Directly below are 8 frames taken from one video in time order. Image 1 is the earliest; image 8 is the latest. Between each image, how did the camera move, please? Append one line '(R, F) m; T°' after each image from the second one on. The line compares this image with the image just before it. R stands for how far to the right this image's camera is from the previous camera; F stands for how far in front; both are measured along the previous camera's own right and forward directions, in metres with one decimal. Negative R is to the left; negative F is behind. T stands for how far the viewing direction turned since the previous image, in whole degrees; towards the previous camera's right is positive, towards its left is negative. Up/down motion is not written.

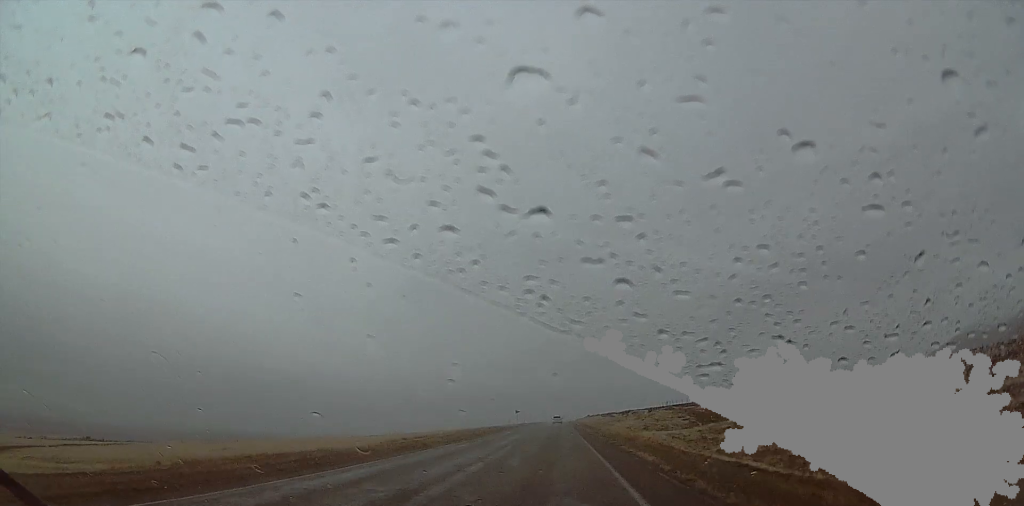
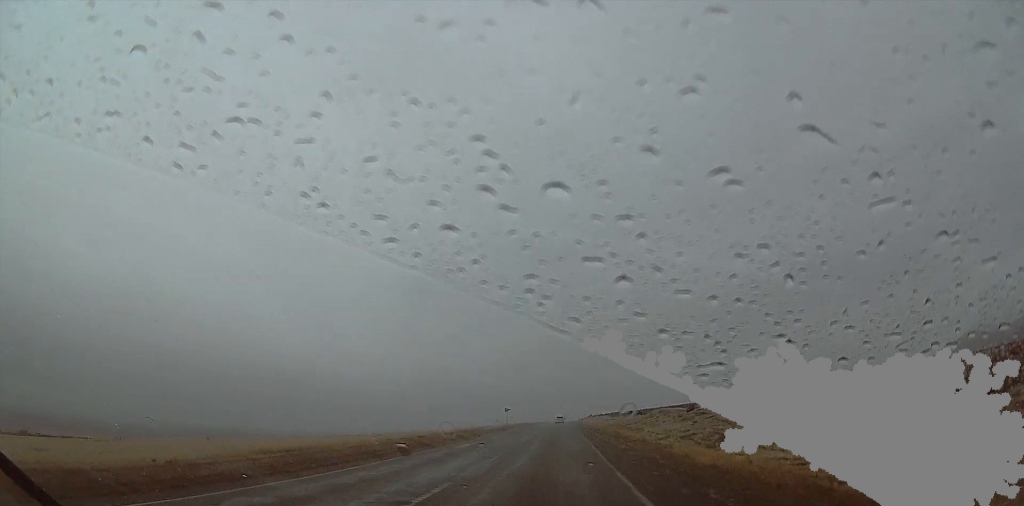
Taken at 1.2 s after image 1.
(+0.1, +31.6) m; 0°
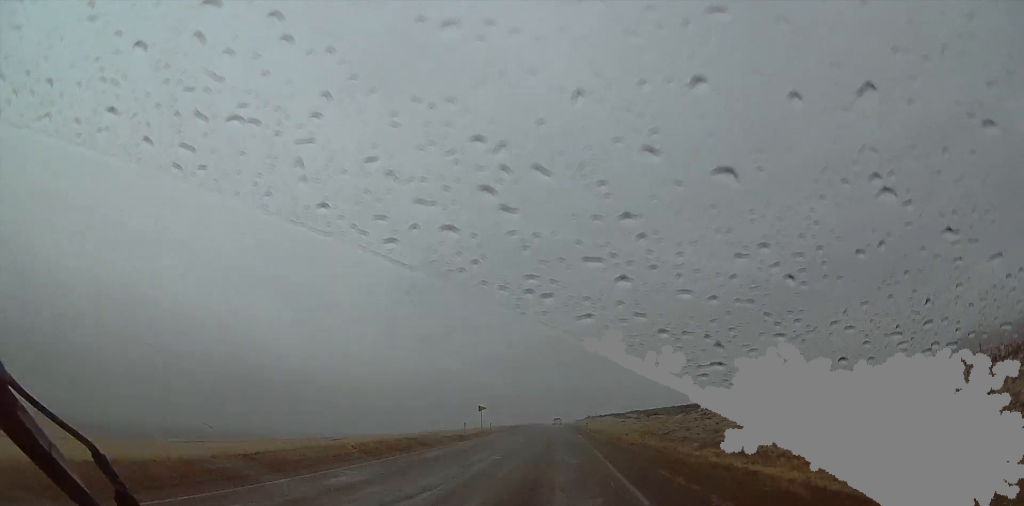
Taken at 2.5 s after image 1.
(0.0, +35.2) m; 0°
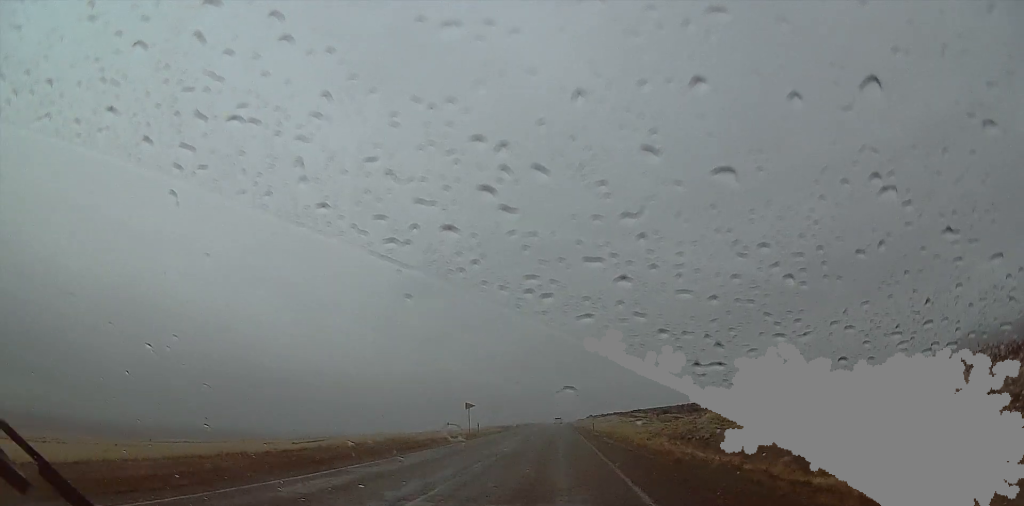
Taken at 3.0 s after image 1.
(0.0, +13.2) m; 0°
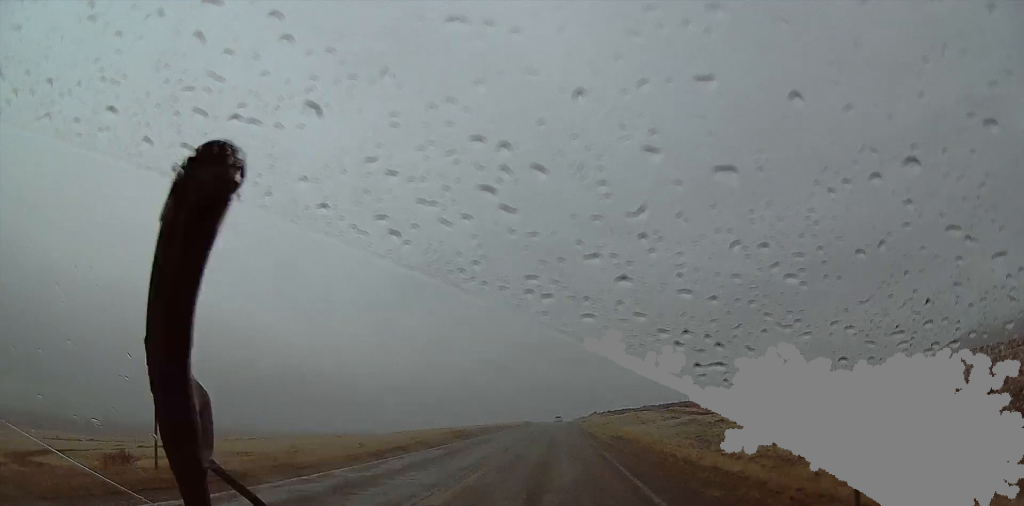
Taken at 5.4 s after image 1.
(+0.1, +61.6) m; 0°
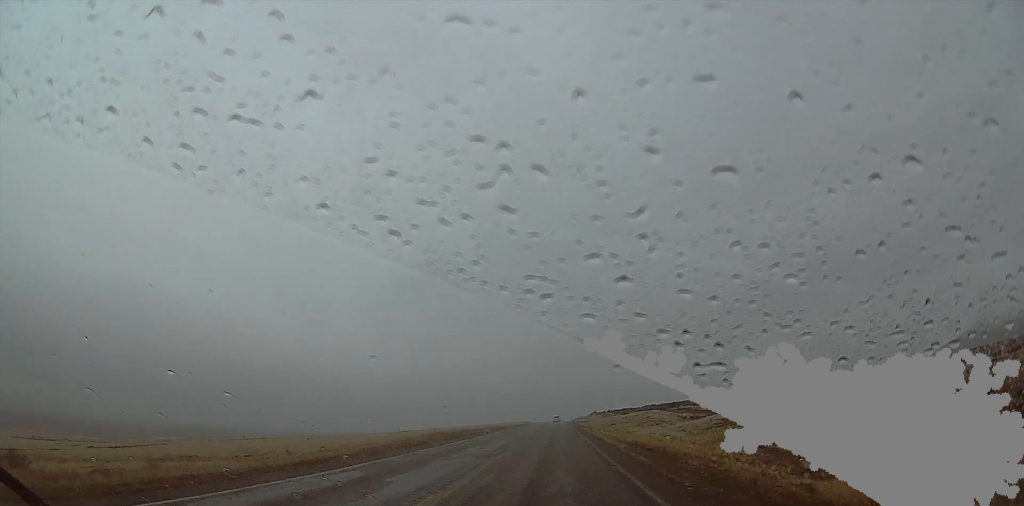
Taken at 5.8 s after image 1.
(+0.1, +12.4) m; 0°
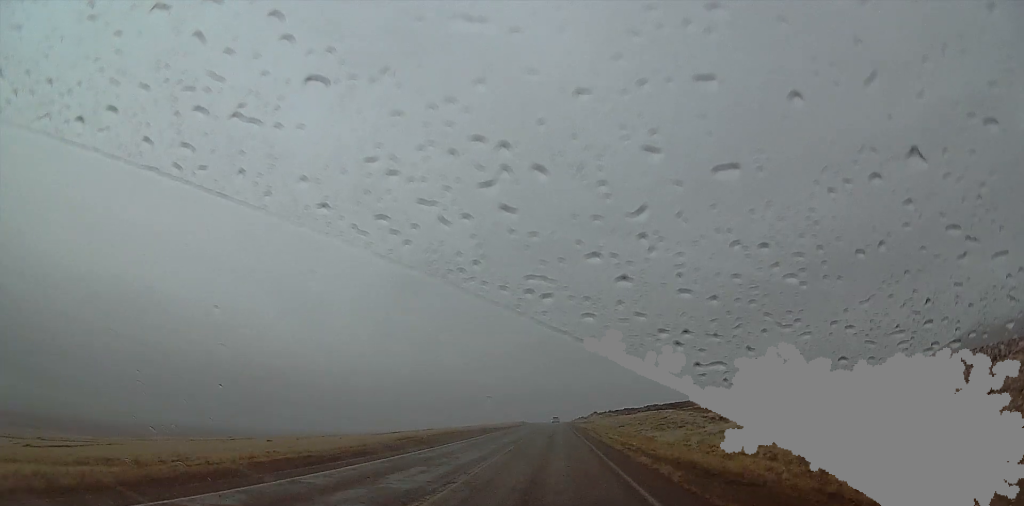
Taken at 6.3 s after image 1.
(0.0, +13.2) m; 0°
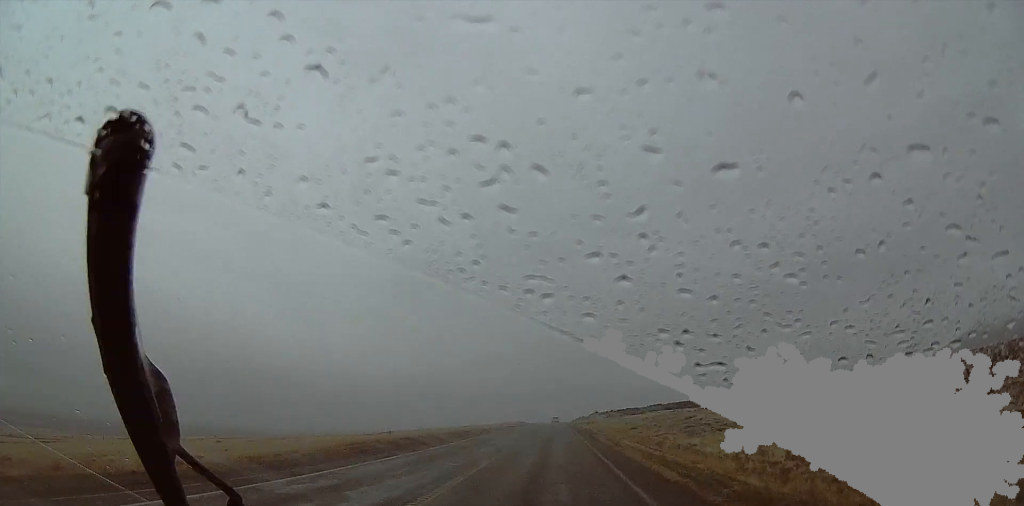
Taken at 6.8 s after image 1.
(-0.1, +13.2) m; 0°
